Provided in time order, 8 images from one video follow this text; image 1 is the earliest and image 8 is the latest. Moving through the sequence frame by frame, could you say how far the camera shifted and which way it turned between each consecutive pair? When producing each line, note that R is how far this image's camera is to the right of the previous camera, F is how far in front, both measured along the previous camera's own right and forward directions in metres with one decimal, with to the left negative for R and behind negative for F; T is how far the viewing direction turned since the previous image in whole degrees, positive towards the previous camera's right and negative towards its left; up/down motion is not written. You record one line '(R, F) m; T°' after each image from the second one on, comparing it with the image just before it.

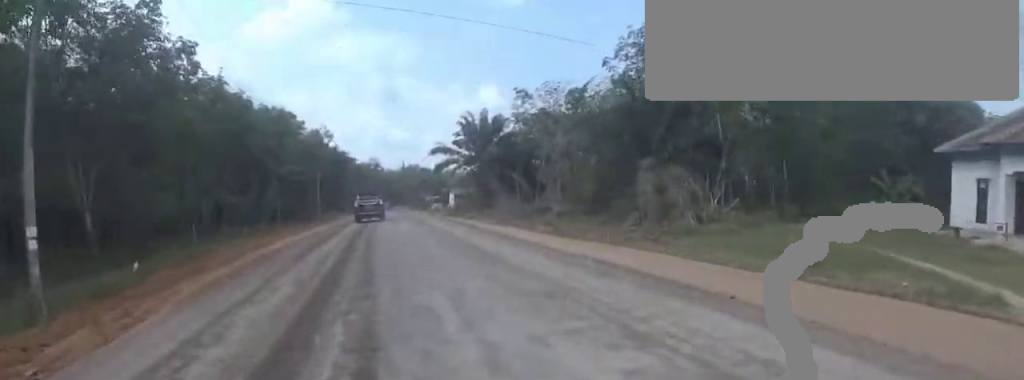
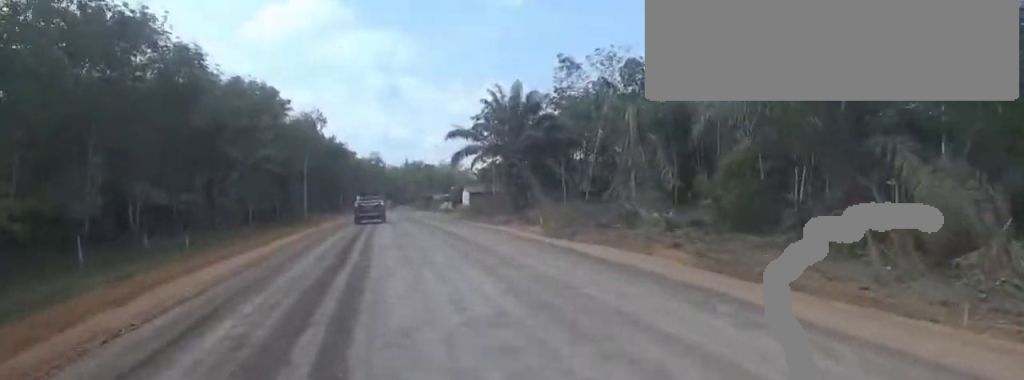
(+0.7, +11.6) m; 0°
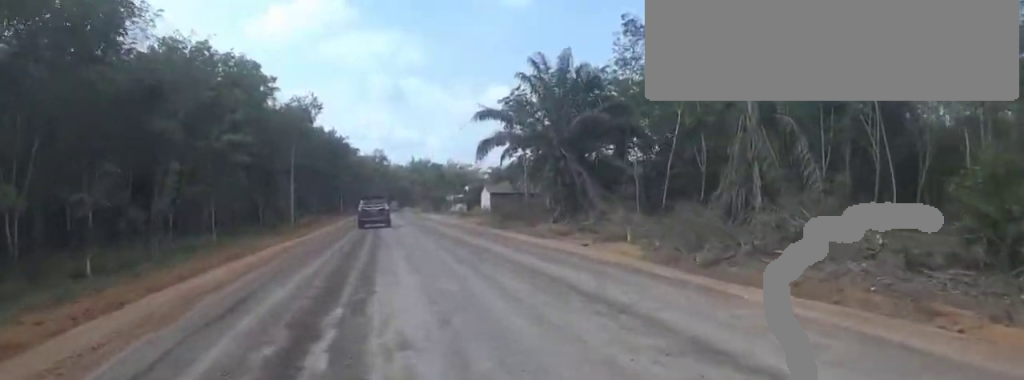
(-0.5, +9.6) m; -4°
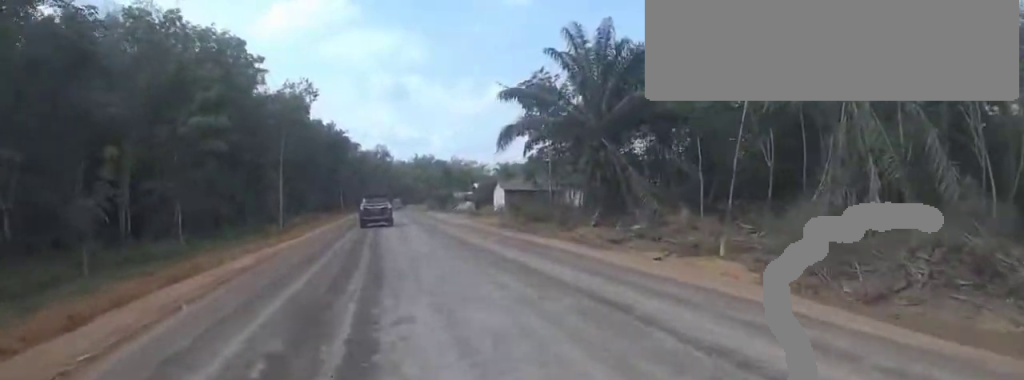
(-0.1, +5.4) m; -1°
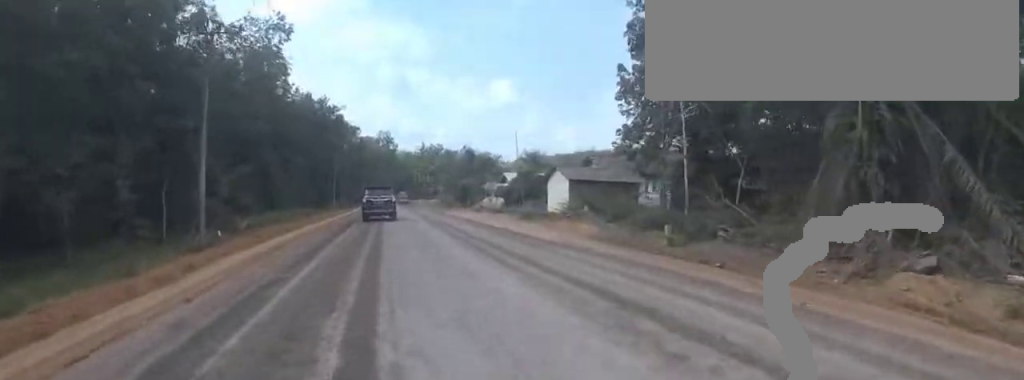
(-0.4, +16.1) m; 0°
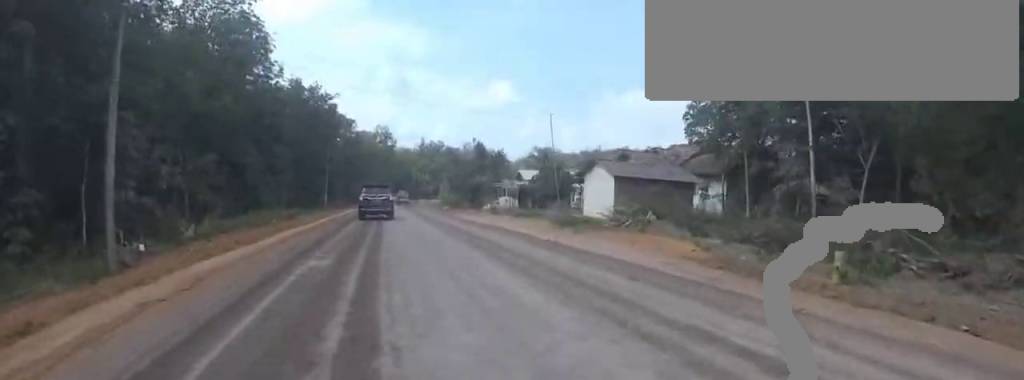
(+0.1, +6.7) m; +2°
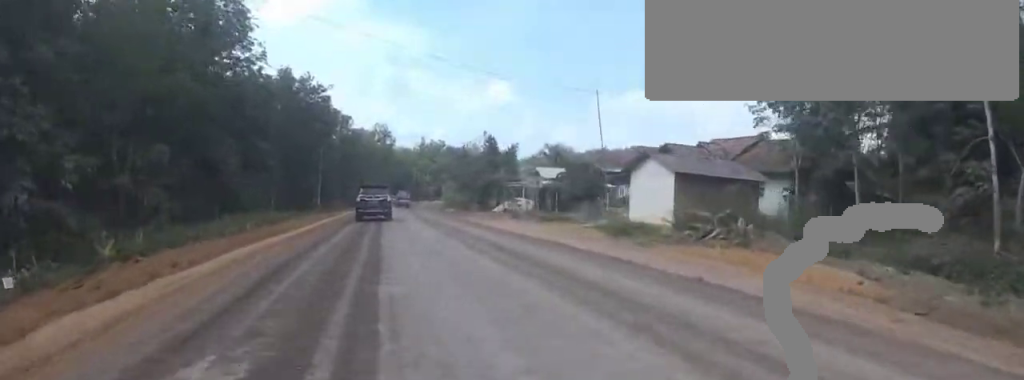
(+0.2, +5.5) m; +1°
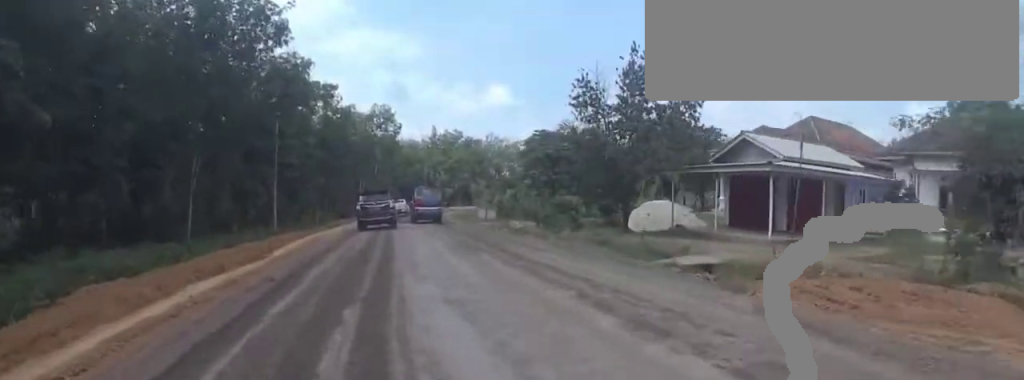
(+0.2, +25.1) m; +1°
